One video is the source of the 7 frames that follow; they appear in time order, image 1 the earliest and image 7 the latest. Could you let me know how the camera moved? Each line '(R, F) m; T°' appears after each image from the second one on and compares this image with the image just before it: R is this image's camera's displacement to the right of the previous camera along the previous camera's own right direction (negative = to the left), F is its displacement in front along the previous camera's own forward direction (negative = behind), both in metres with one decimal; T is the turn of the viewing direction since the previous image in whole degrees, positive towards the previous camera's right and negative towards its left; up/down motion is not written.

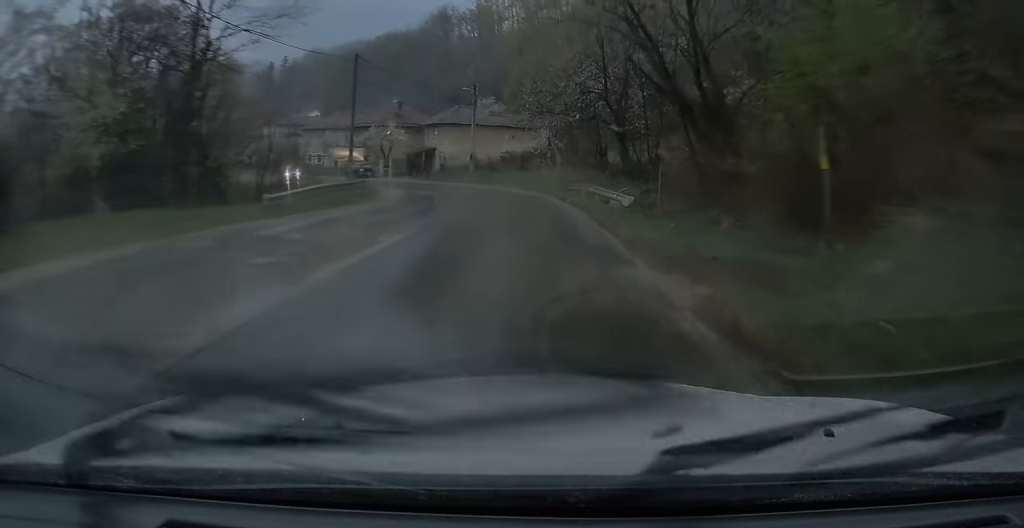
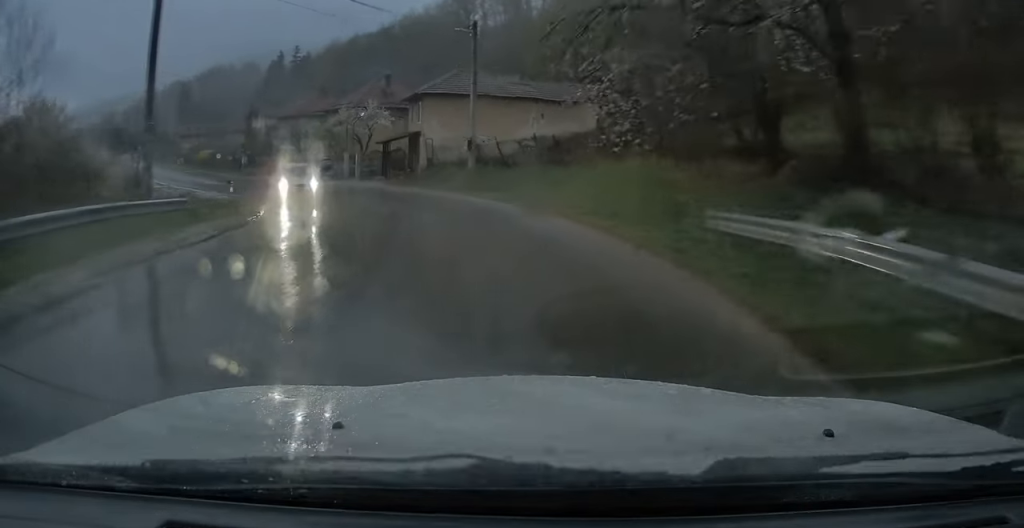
(+0.4, +20.5) m; -4°
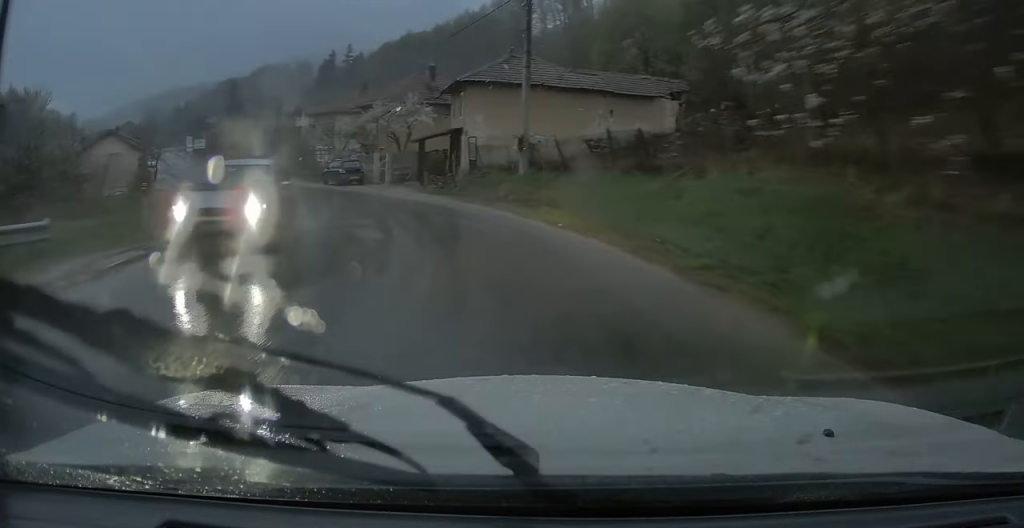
(-0.4, +7.2) m; -7°
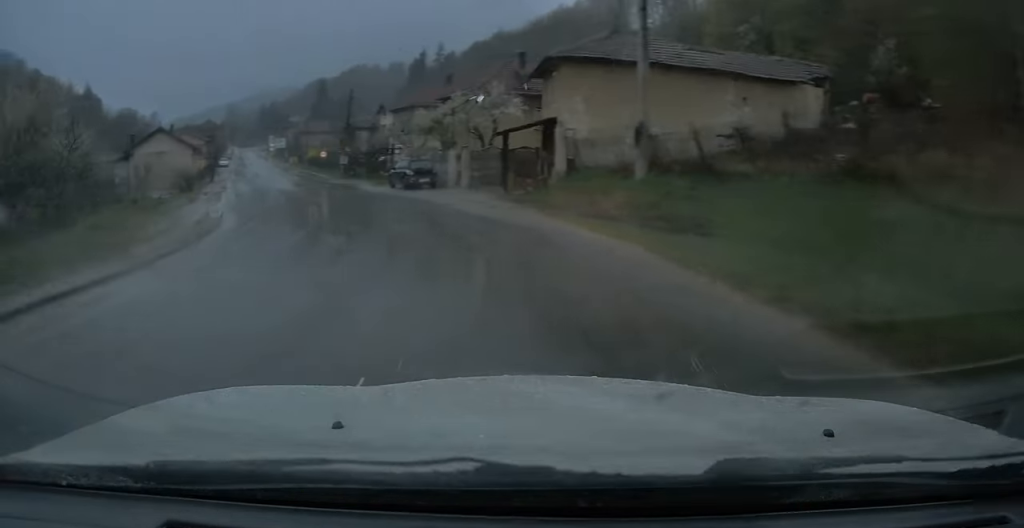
(0.0, +7.4) m; -8°
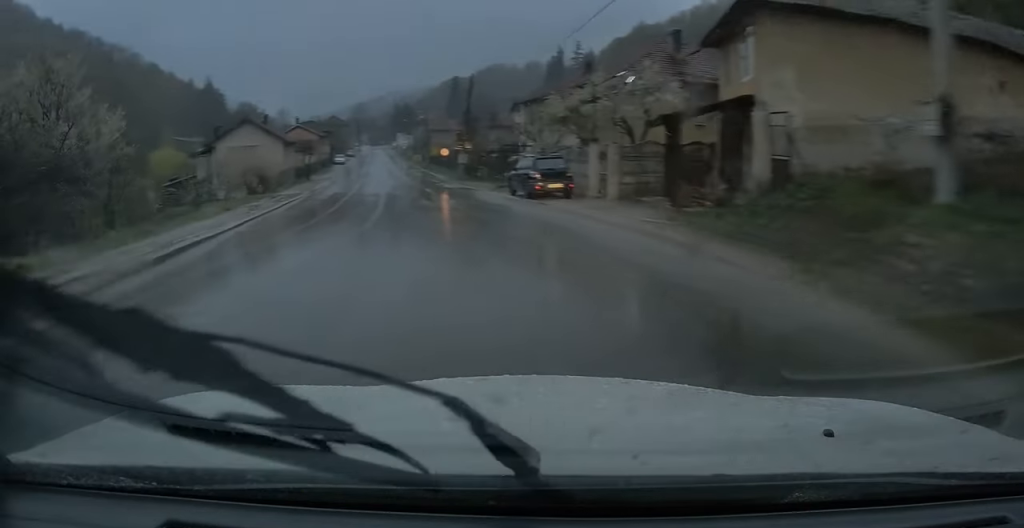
(-1.4, +9.4) m; -10°
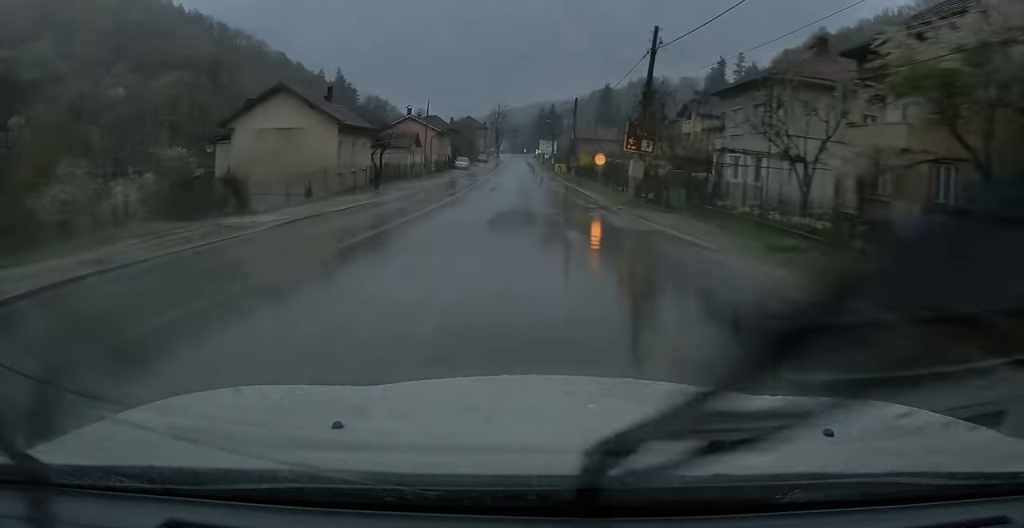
(-3.3, +23.6) m; -12°
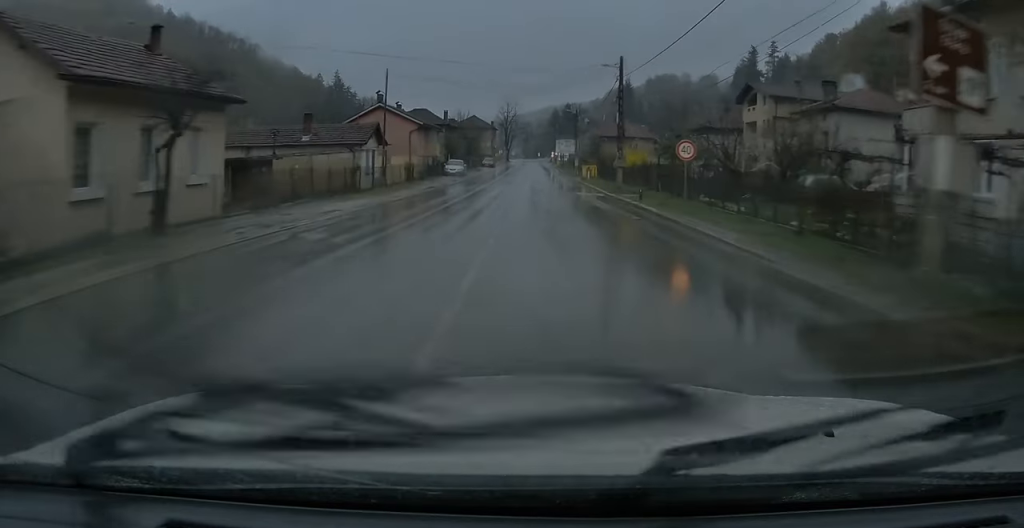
(-0.7, +22.1) m; -2°
